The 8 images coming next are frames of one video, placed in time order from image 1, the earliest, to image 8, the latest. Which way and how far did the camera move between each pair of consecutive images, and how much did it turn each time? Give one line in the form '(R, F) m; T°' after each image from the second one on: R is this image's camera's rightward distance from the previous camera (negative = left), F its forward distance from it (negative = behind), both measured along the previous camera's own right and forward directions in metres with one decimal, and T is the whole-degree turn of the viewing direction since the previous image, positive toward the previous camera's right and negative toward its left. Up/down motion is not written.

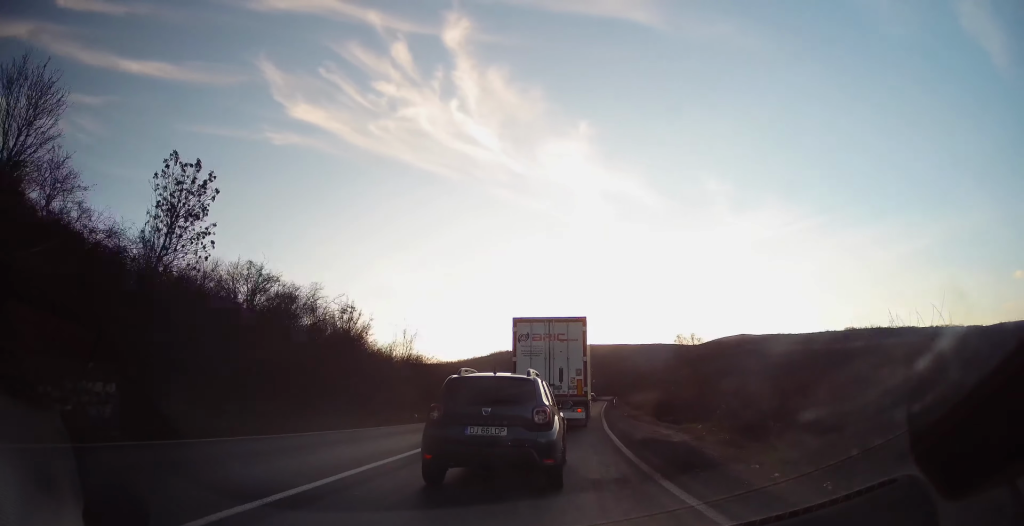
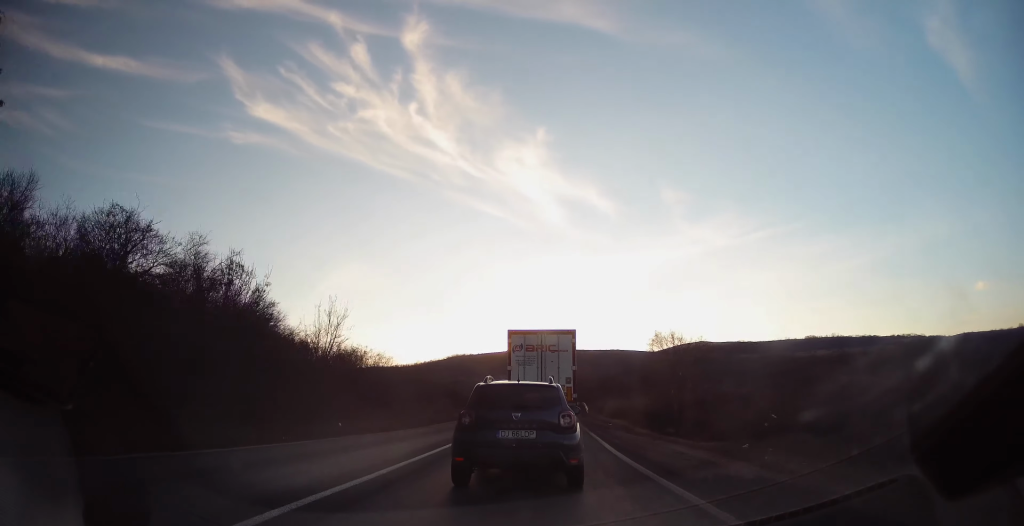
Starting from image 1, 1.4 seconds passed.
(+0.4, +7.8) m; +4°
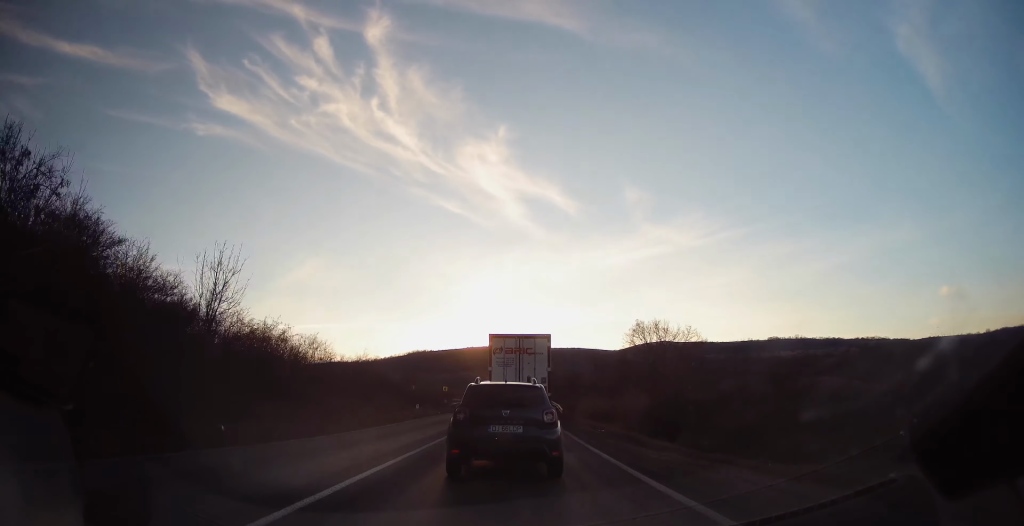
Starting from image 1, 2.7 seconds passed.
(+0.4, +7.8) m; +5°
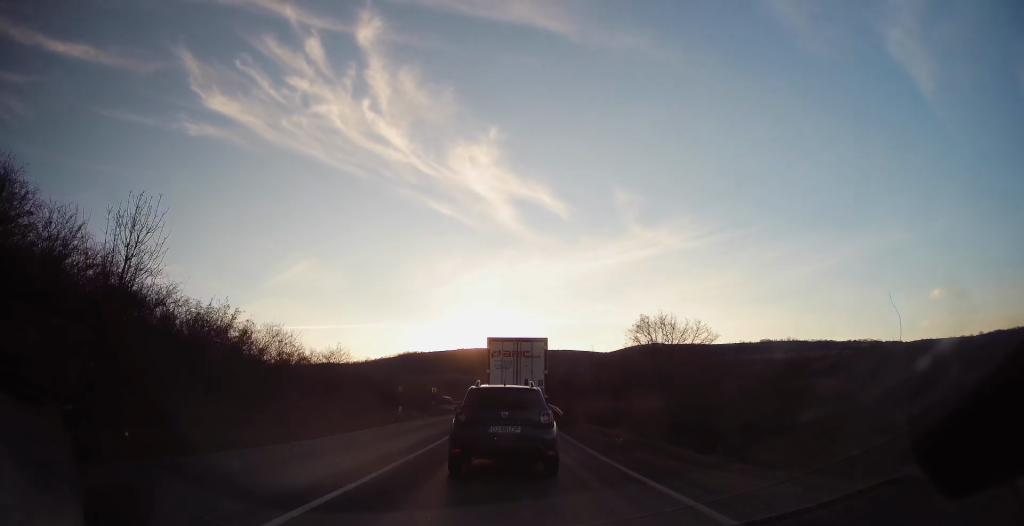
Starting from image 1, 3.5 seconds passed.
(+0.1, +4.4) m; +1°
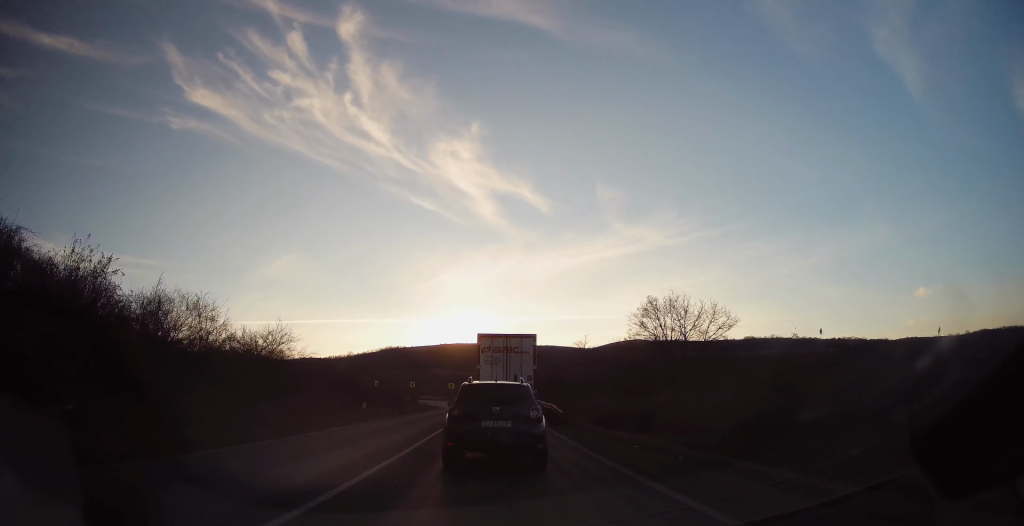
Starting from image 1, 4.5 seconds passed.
(-0.2, +6.8) m; -1°
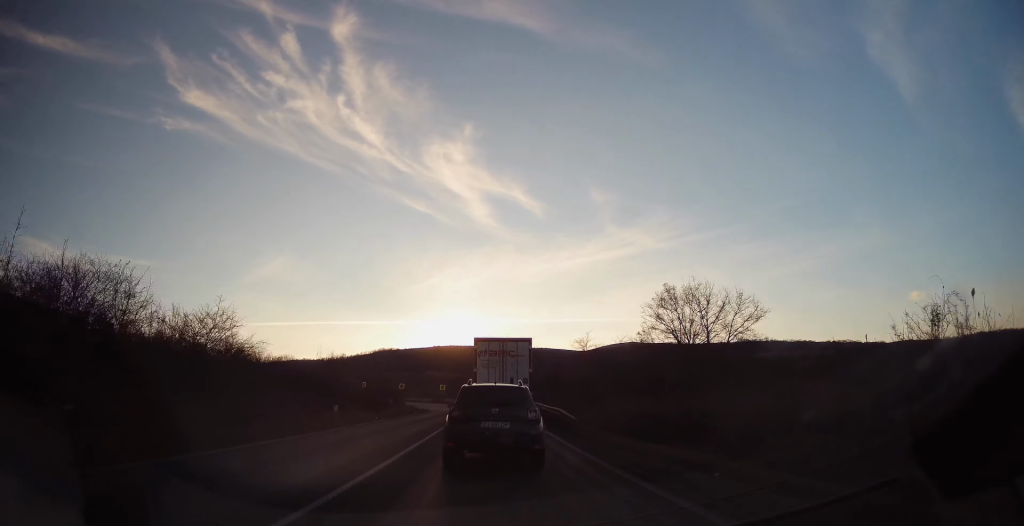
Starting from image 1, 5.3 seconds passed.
(+0.1, +5.3) m; 0°
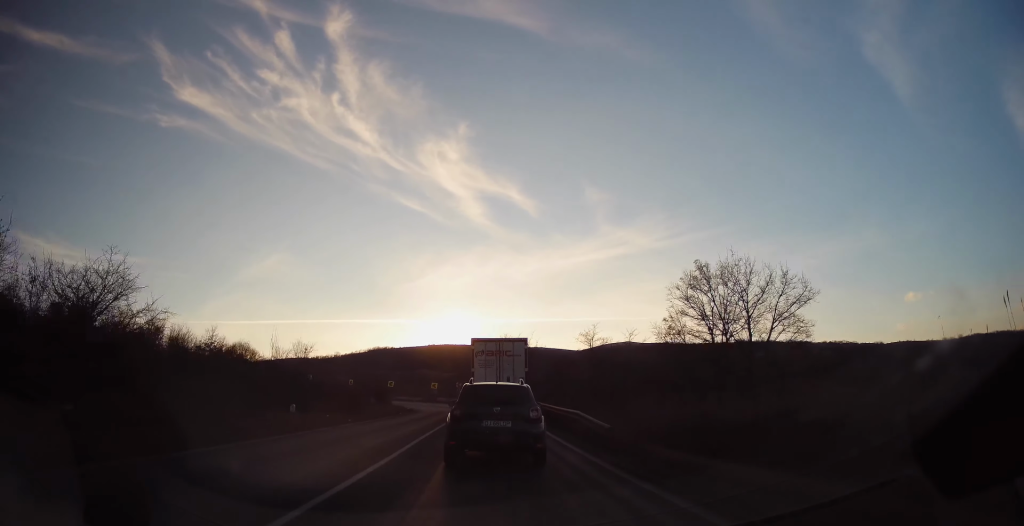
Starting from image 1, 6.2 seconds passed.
(-0.2, +6.1) m; 0°
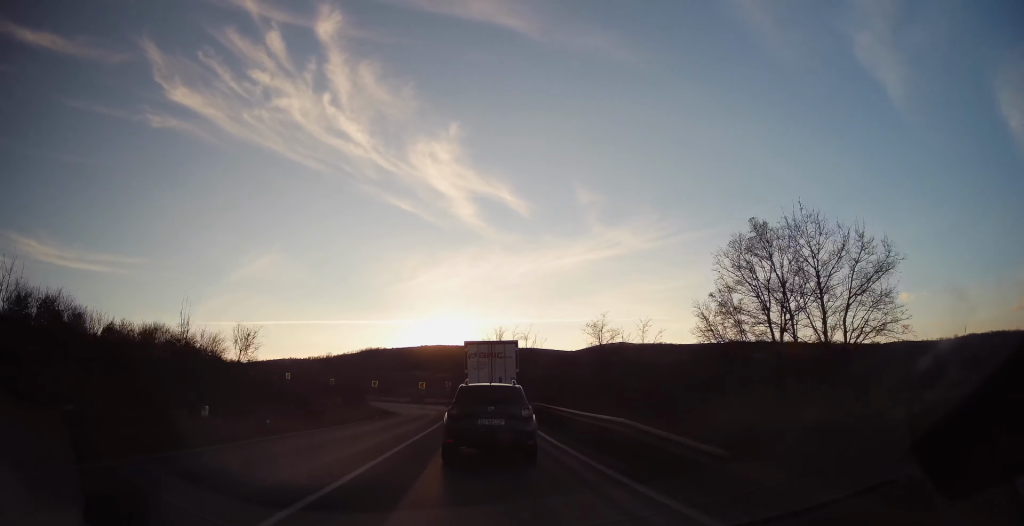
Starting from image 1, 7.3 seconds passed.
(+0.2, +7.7) m; +2°
